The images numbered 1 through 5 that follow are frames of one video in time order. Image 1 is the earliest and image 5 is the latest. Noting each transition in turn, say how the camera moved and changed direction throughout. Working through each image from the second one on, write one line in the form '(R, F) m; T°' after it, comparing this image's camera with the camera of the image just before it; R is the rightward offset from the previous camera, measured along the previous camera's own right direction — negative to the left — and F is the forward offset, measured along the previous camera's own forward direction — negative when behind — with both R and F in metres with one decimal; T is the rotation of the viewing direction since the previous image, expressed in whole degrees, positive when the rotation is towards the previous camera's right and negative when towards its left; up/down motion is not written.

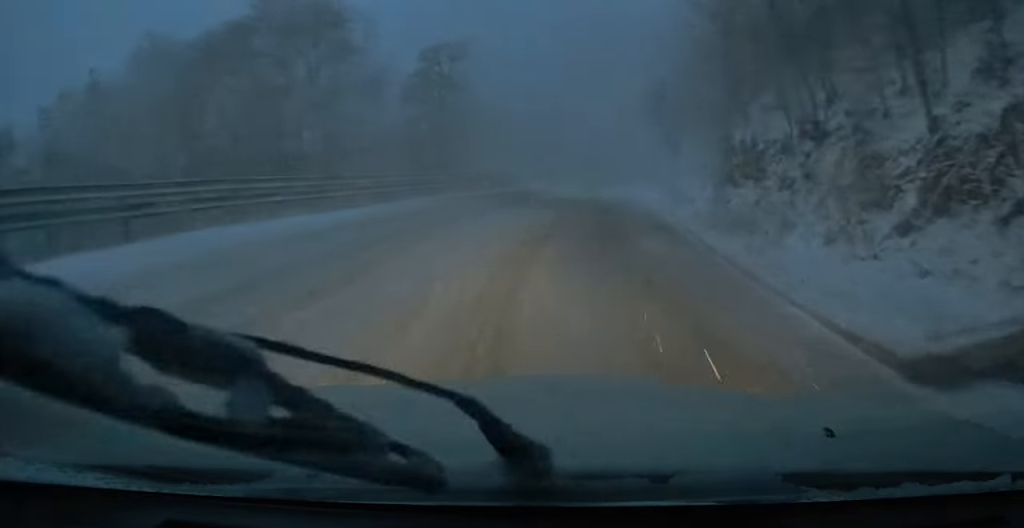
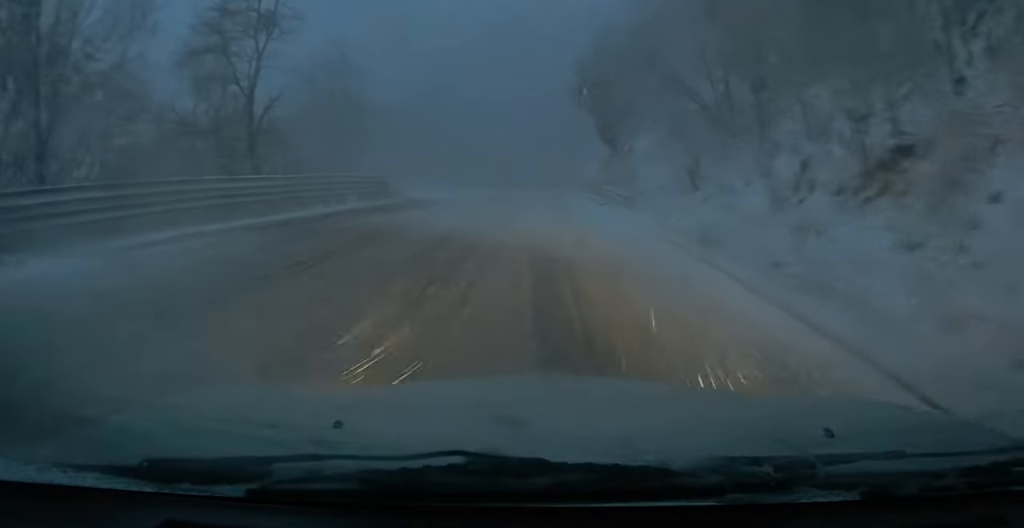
(+1.7, +15.2) m; +16°
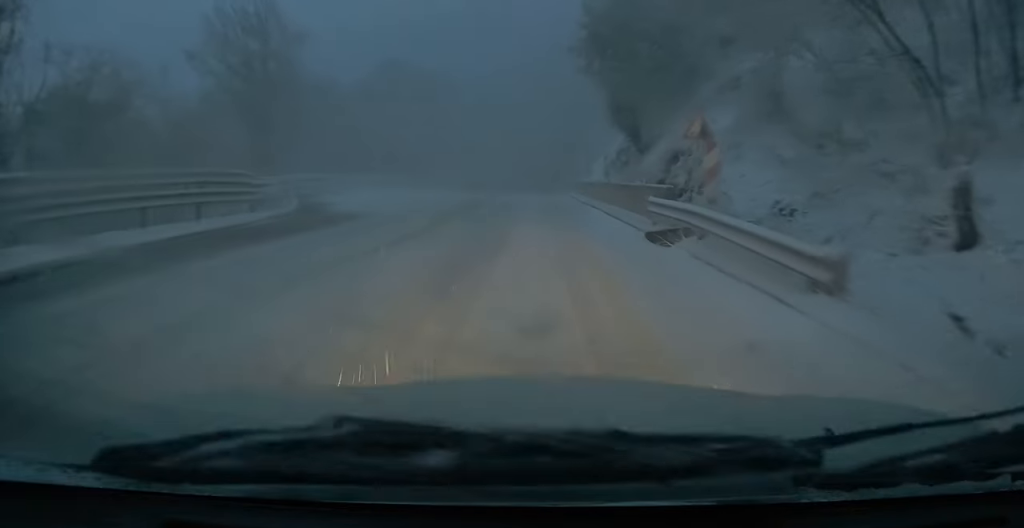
(+1.0, +13.8) m; 0°
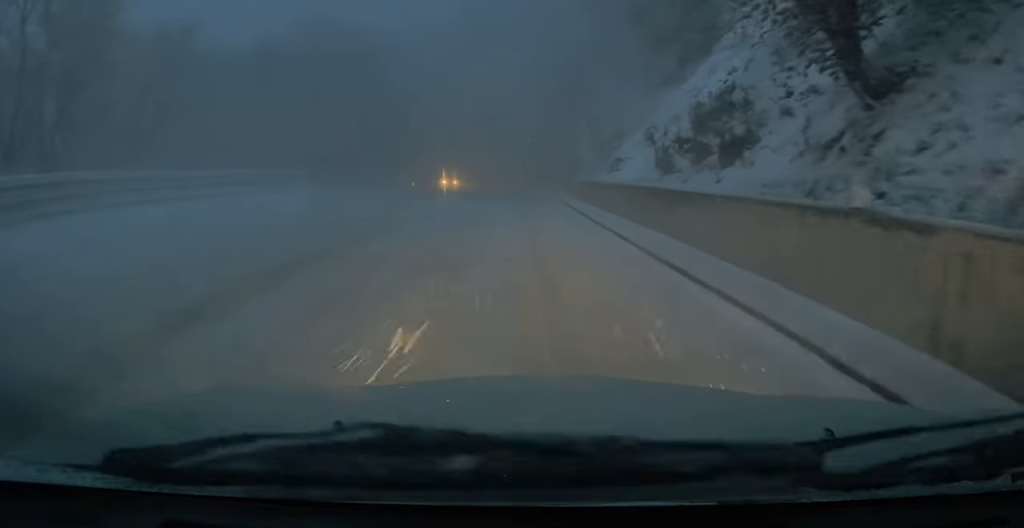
(-1.1, +22.1) m; -1°
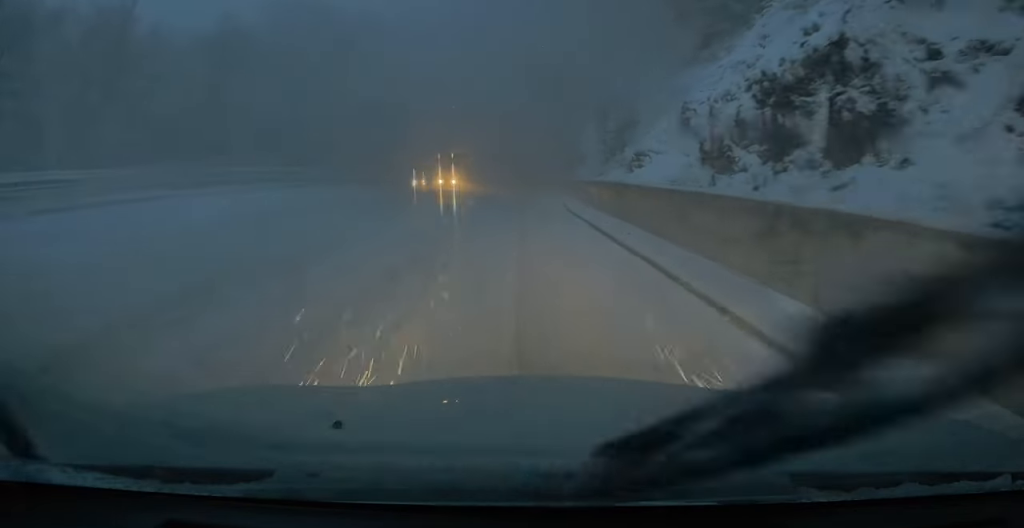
(+0.1, +5.6) m; +1°
